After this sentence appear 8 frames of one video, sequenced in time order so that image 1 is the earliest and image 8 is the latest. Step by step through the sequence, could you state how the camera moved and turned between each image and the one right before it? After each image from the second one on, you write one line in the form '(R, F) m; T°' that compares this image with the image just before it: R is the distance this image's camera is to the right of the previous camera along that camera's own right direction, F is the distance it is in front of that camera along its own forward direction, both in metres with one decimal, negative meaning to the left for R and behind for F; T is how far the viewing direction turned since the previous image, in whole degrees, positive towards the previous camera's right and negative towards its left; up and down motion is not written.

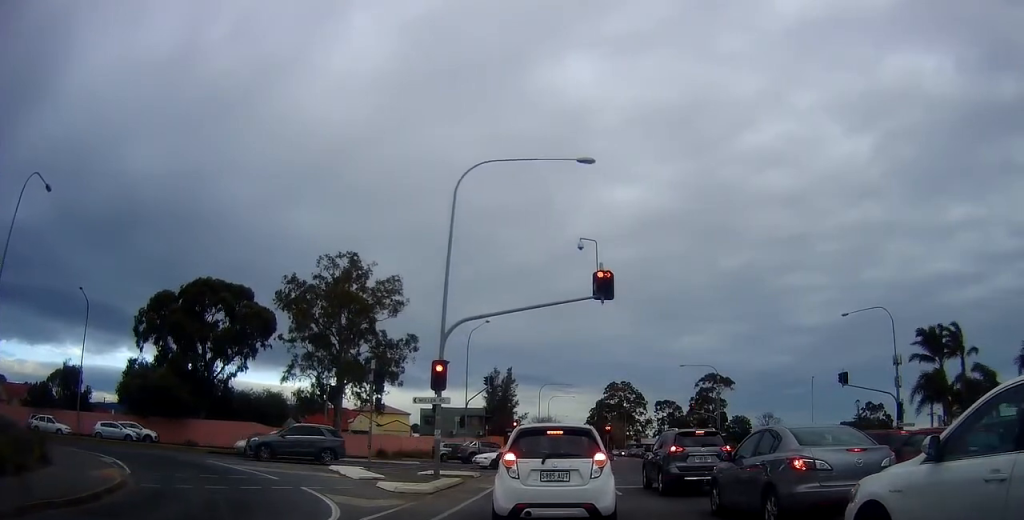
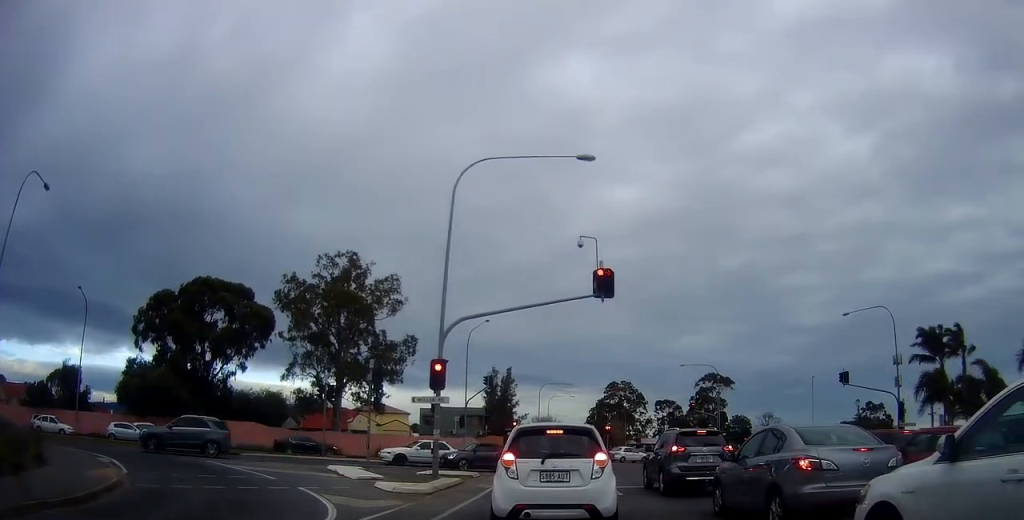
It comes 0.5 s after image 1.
(0.0, +0.4) m; 0°
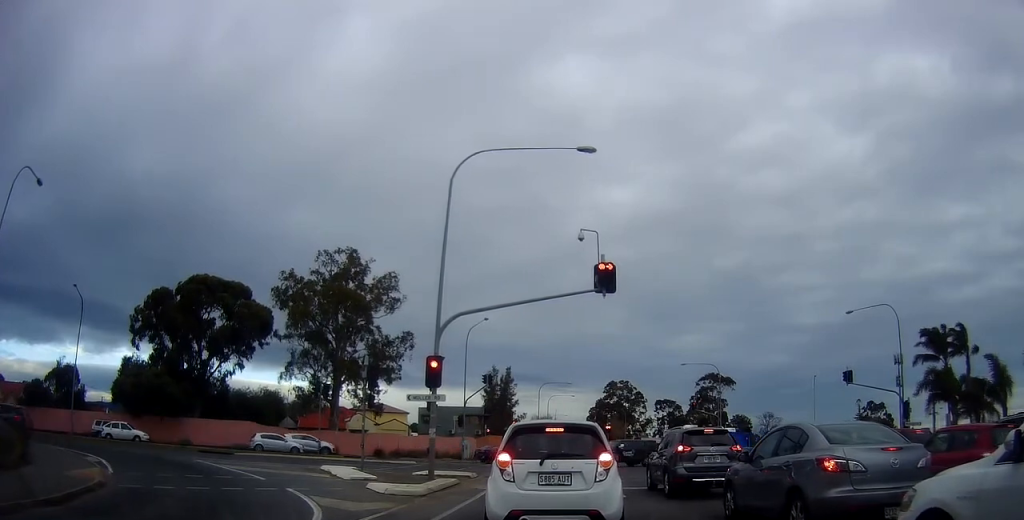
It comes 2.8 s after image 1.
(0.0, +1.4) m; 0°
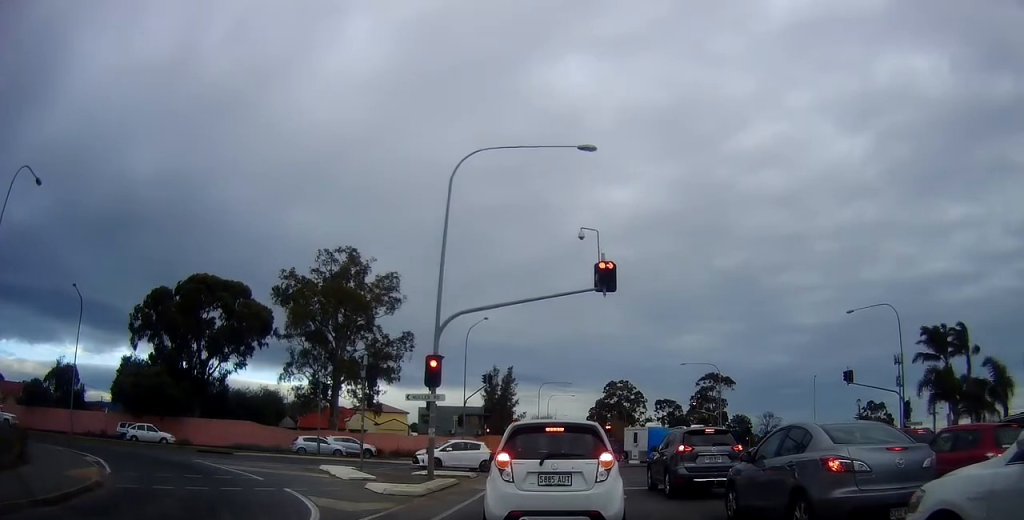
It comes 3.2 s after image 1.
(+0.1, +0.2) m; 0°
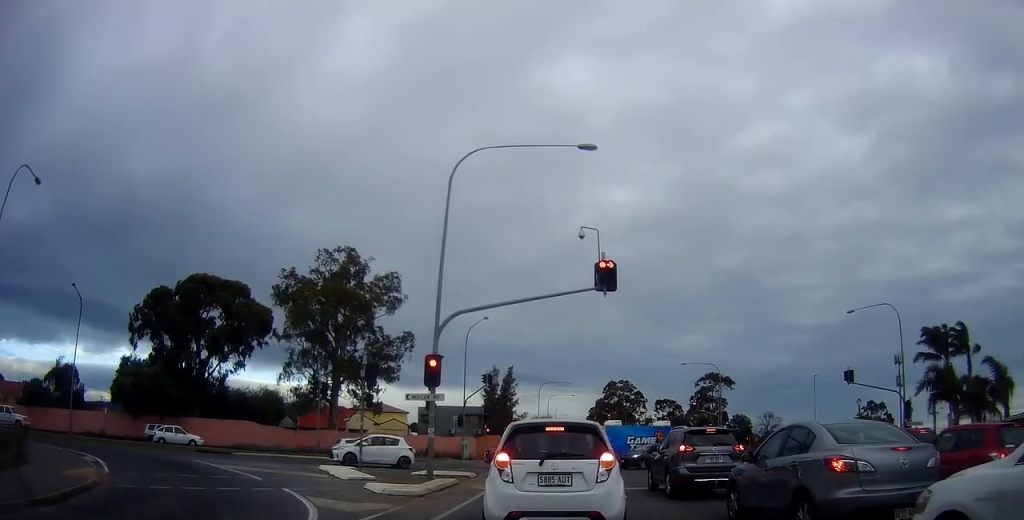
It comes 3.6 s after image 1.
(+0.1, +0.1) m; 0°
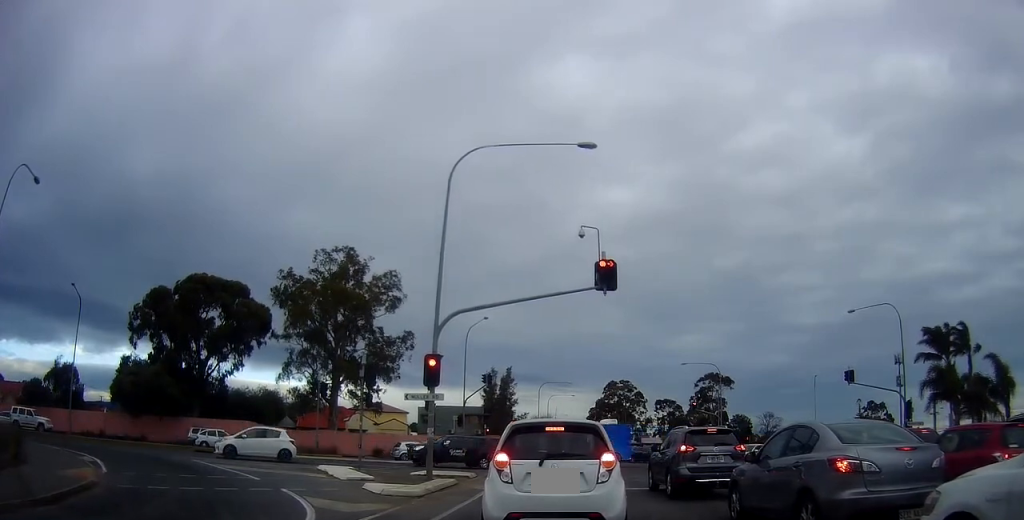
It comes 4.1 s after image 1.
(+0.1, +0.1) m; 0°
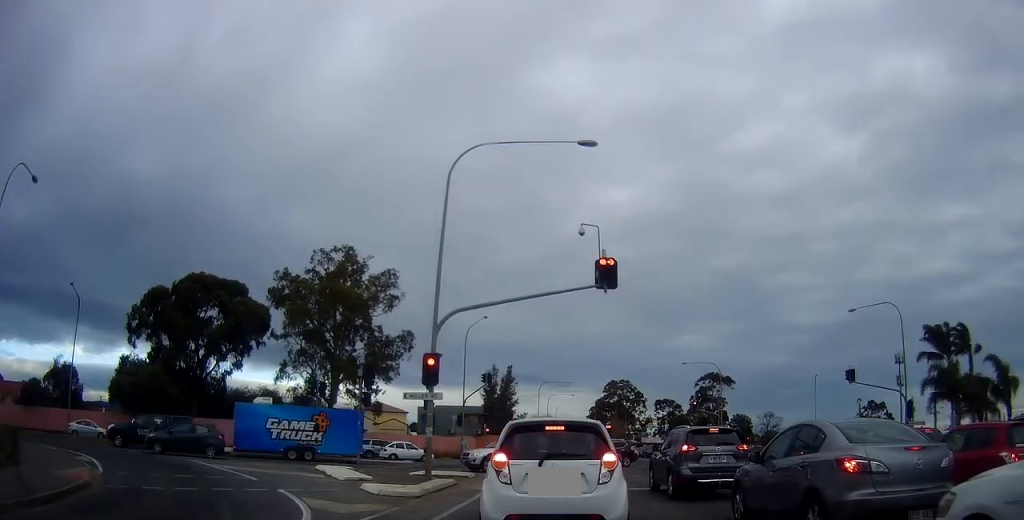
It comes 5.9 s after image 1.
(+0.4, 0.0) m; 0°
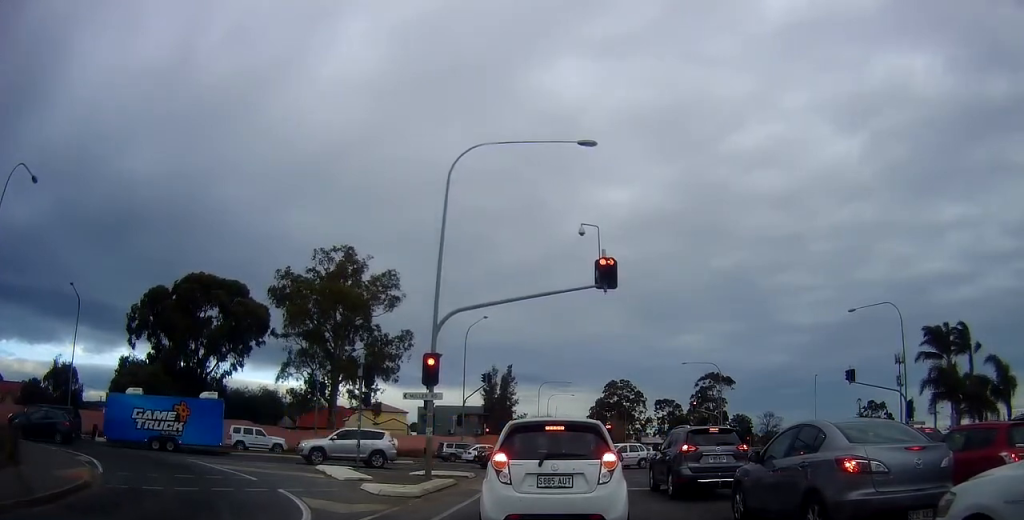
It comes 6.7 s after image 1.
(0.0, 0.0) m; 0°
